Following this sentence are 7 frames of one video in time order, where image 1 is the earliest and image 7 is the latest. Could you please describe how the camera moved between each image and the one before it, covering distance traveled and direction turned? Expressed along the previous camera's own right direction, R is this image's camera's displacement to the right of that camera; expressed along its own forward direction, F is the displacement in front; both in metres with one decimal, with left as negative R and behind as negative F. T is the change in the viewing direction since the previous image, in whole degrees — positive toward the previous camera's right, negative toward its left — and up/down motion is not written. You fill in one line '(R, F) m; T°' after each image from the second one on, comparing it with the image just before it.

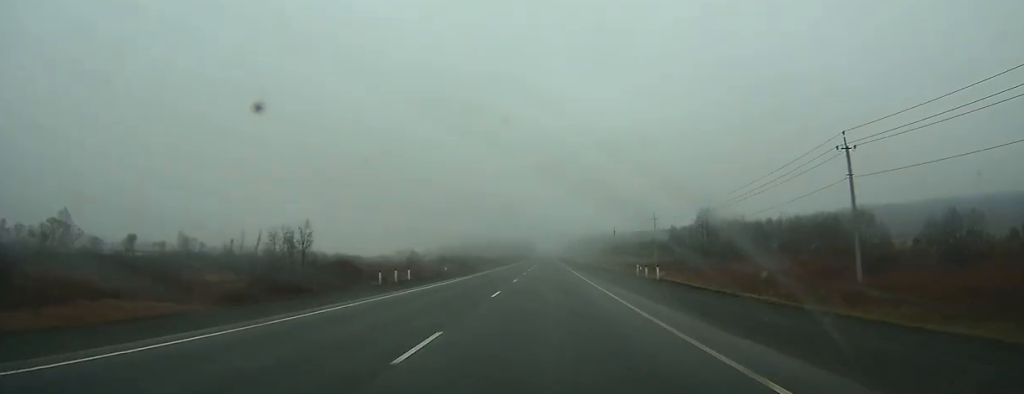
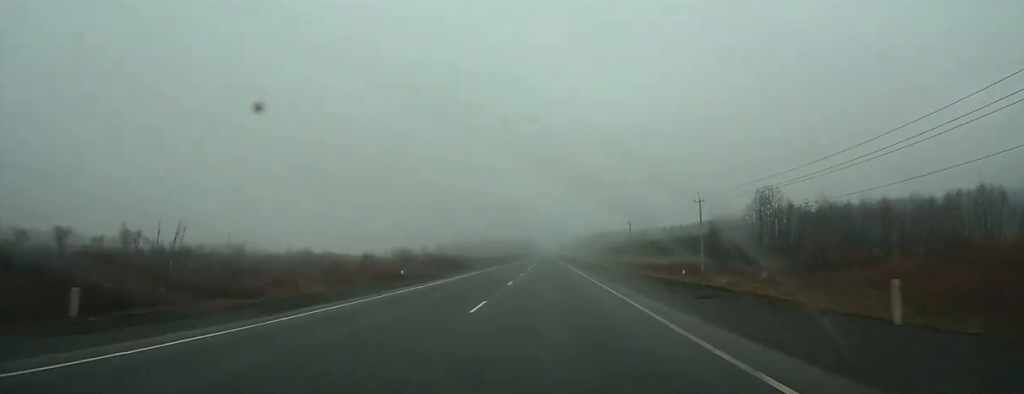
(0.0, +30.2) m; 0°
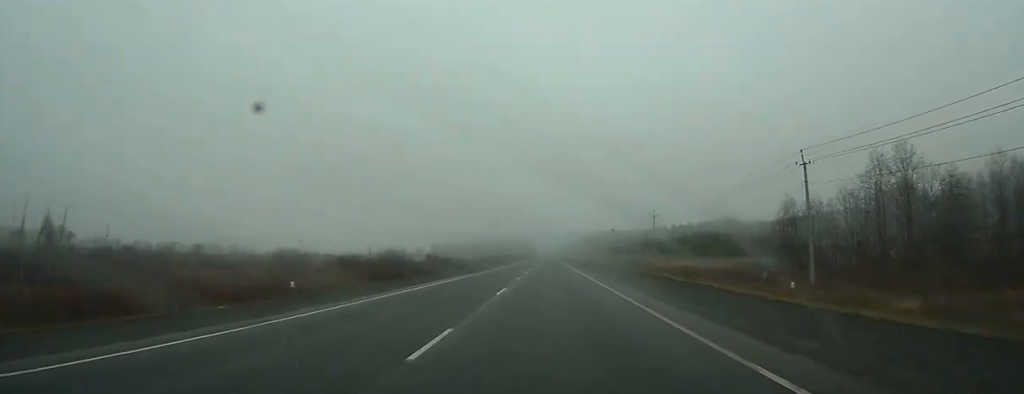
(-0.1, +30.2) m; 0°
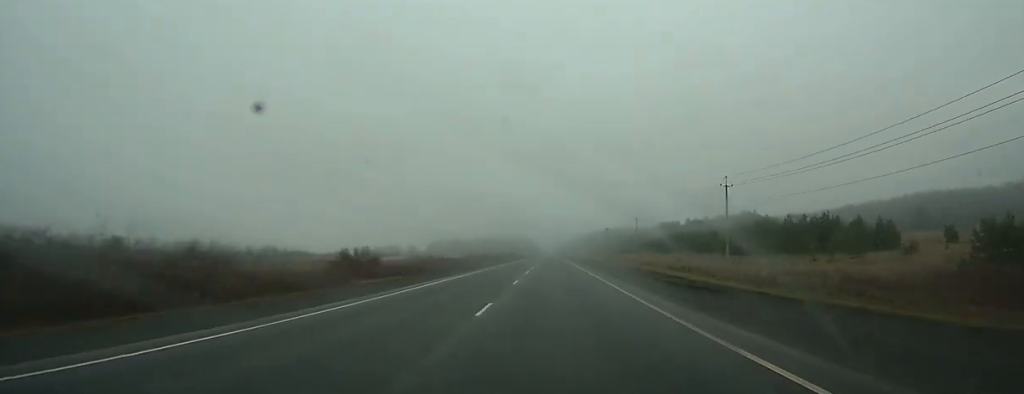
(0.0, +43.4) m; 0°
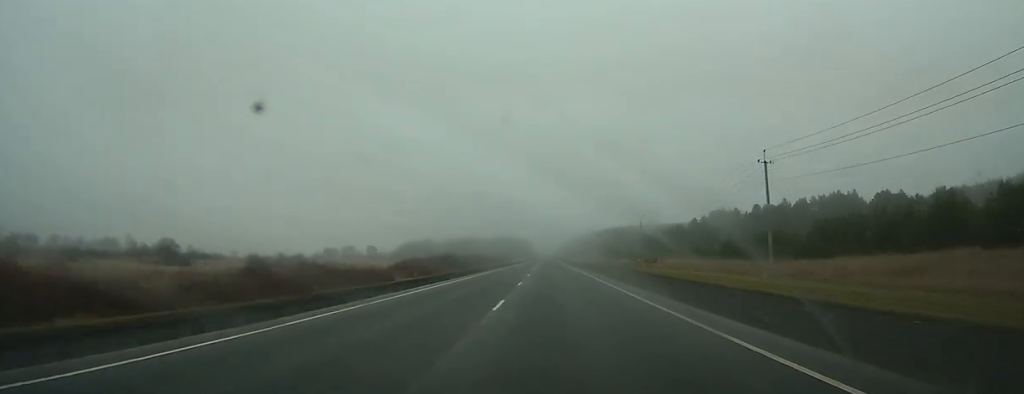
(-0.5, +142.7) m; 0°
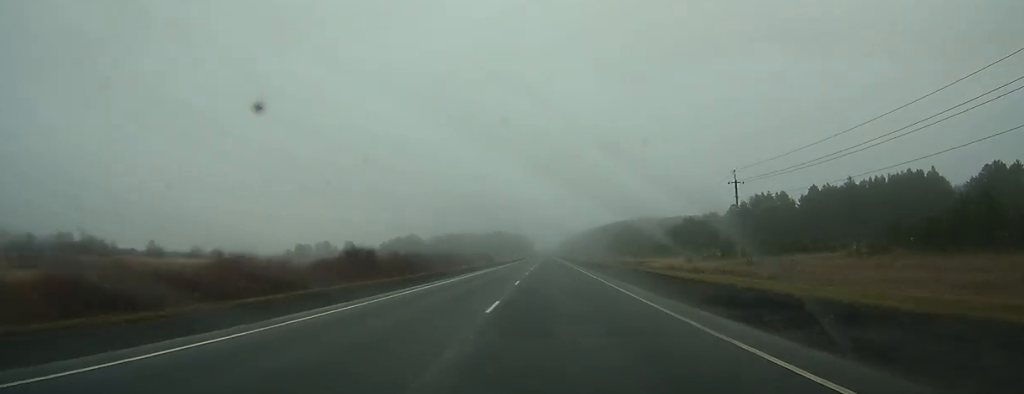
(-0.1, +59.4) m; 0°
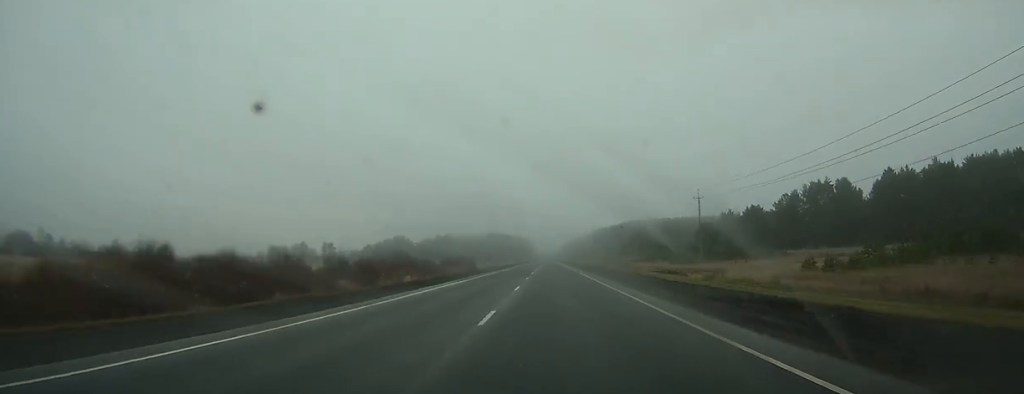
(0.0, +48.0) m; 0°
